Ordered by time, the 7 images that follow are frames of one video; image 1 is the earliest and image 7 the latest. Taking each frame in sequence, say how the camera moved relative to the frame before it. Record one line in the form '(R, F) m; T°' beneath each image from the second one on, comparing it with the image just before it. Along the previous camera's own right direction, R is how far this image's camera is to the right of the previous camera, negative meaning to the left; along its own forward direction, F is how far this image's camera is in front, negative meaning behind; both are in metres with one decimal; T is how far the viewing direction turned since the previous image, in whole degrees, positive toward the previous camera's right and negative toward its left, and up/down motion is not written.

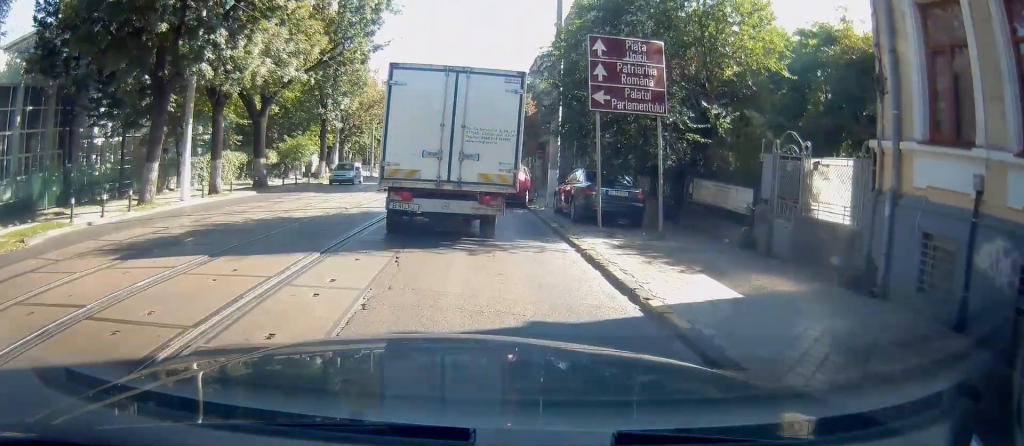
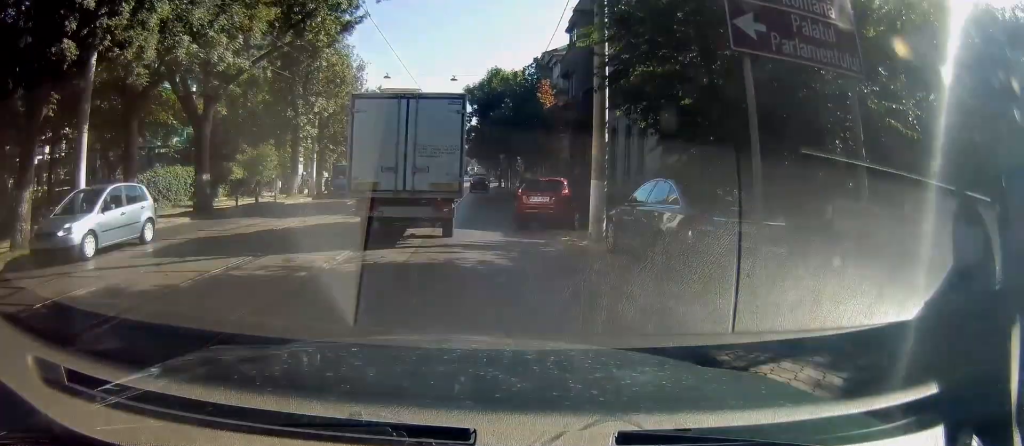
(-0.2, +7.8) m; 0°
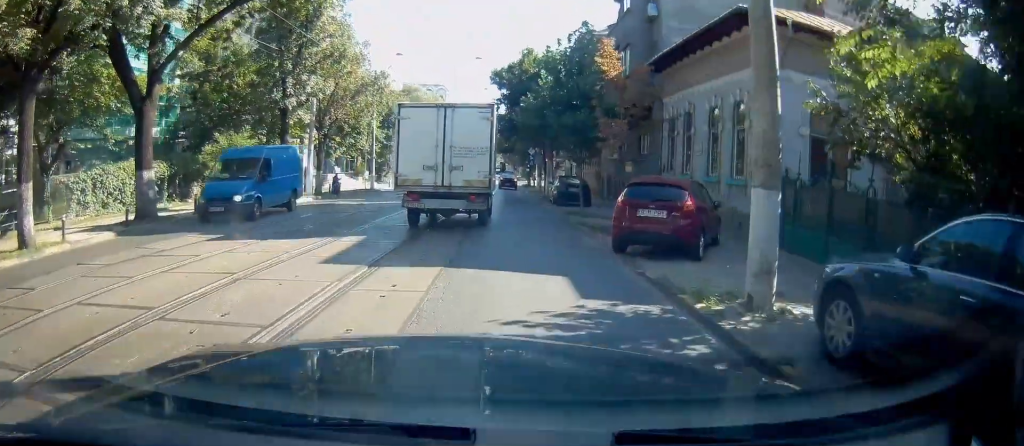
(+0.2, +6.9) m; 0°
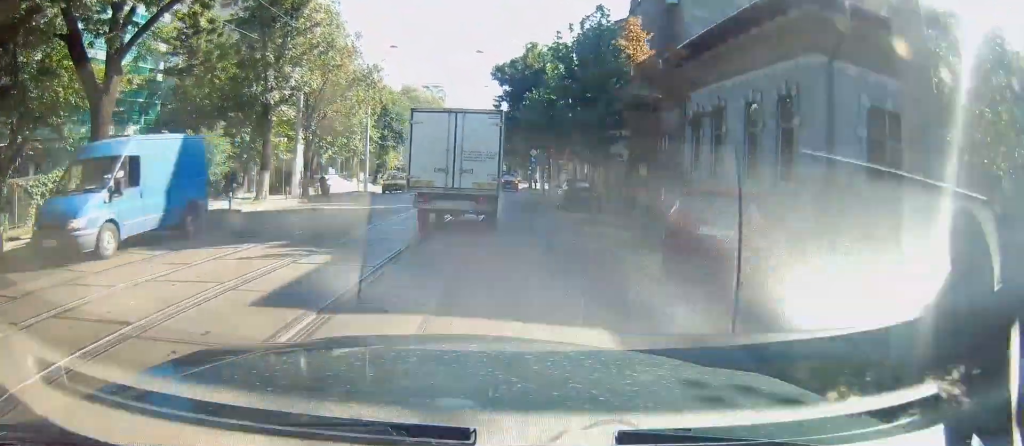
(+0.1, +2.7) m; -2°
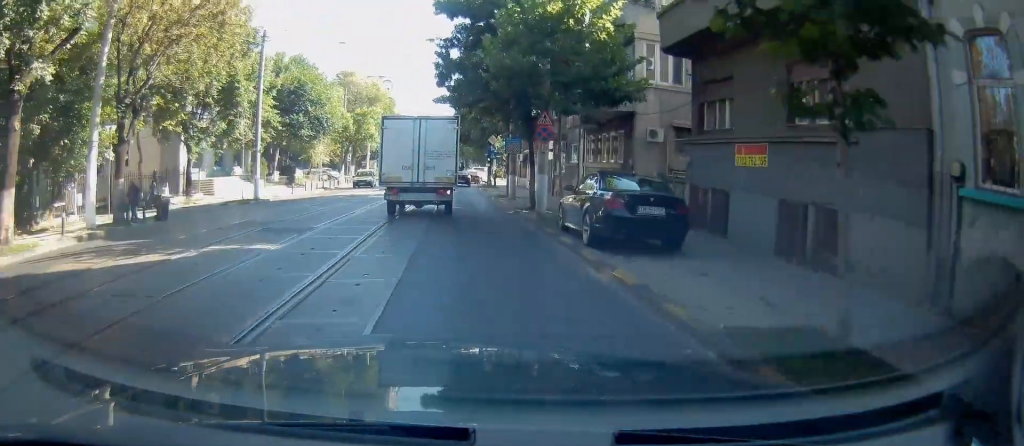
(-0.3, +14.4) m; +2°
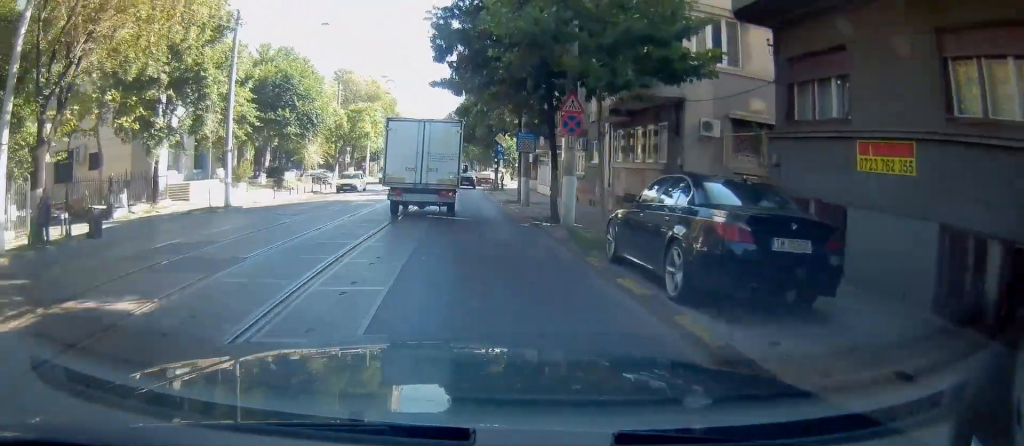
(+0.1, +4.2) m; +1°
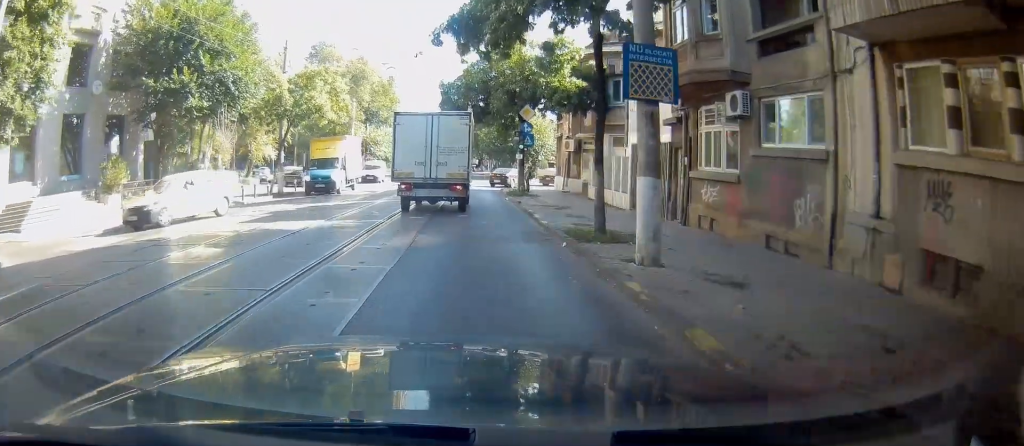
(+0.1, +15.7) m; 0°
